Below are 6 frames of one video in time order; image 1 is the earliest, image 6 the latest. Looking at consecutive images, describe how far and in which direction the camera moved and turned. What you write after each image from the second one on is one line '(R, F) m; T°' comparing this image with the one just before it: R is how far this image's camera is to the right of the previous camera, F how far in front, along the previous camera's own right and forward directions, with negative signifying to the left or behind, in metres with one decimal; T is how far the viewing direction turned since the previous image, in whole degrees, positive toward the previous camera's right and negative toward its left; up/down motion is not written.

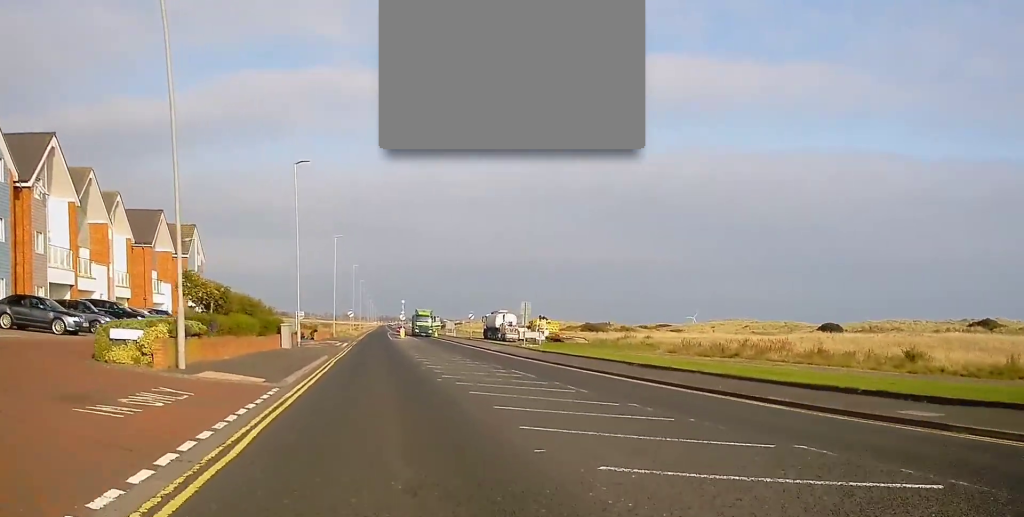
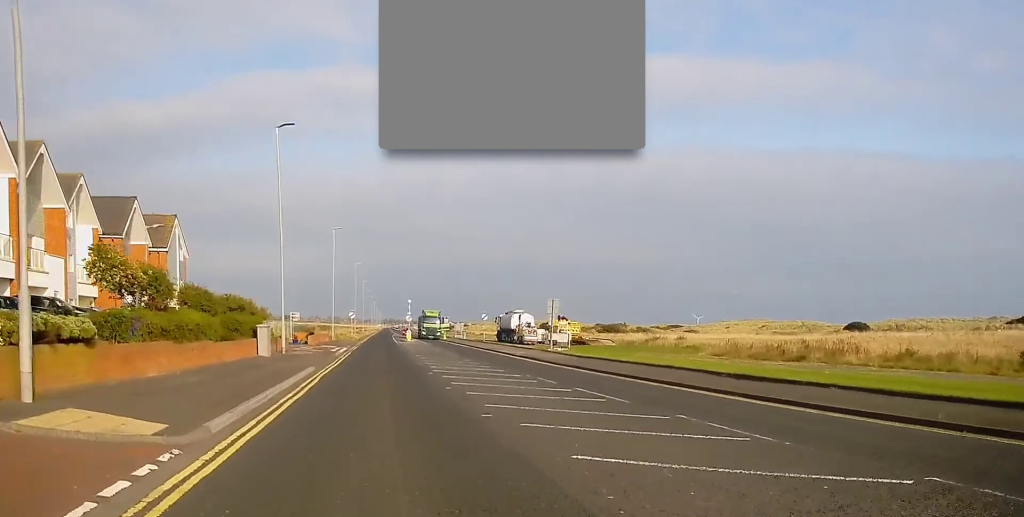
(-0.2, +8.6) m; 0°
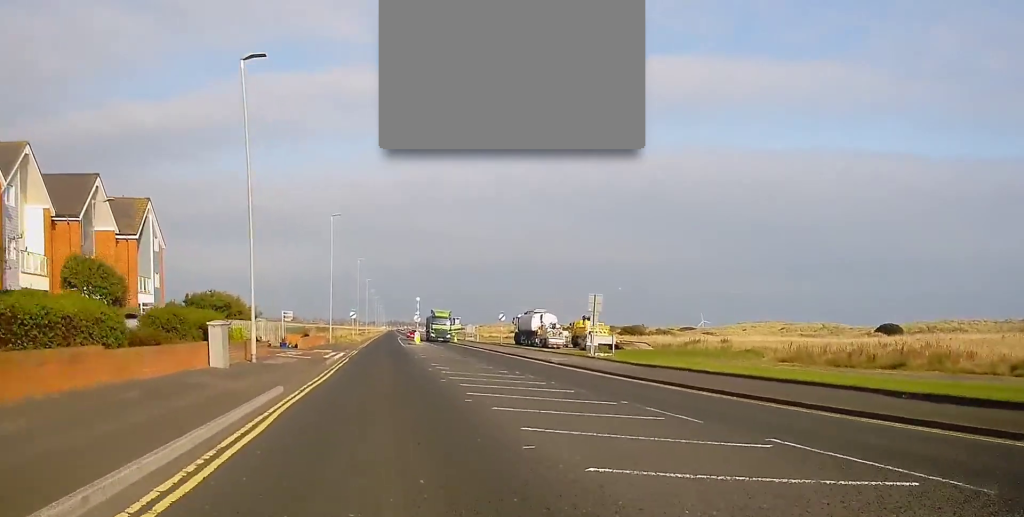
(+0.1, +9.4) m; 0°
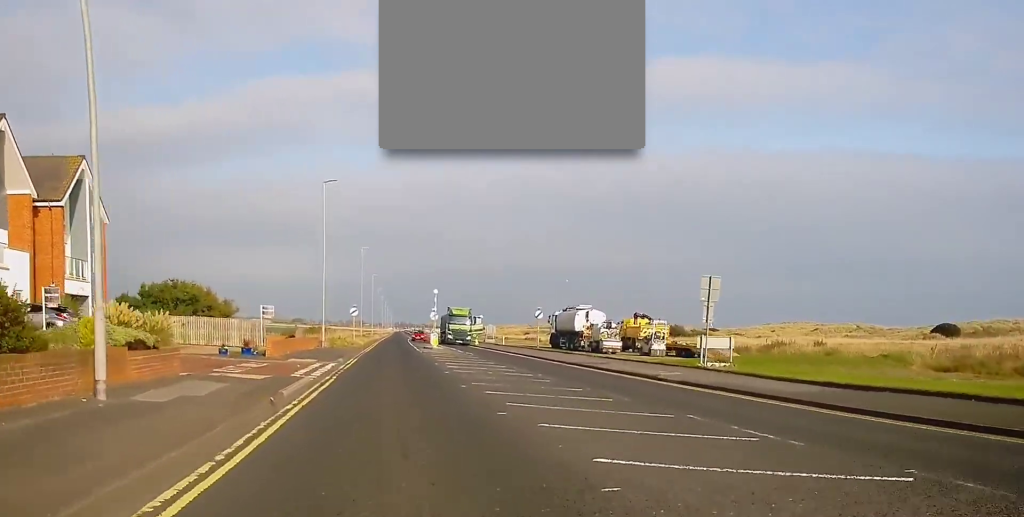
(-0.1, +14.7) m; 0°
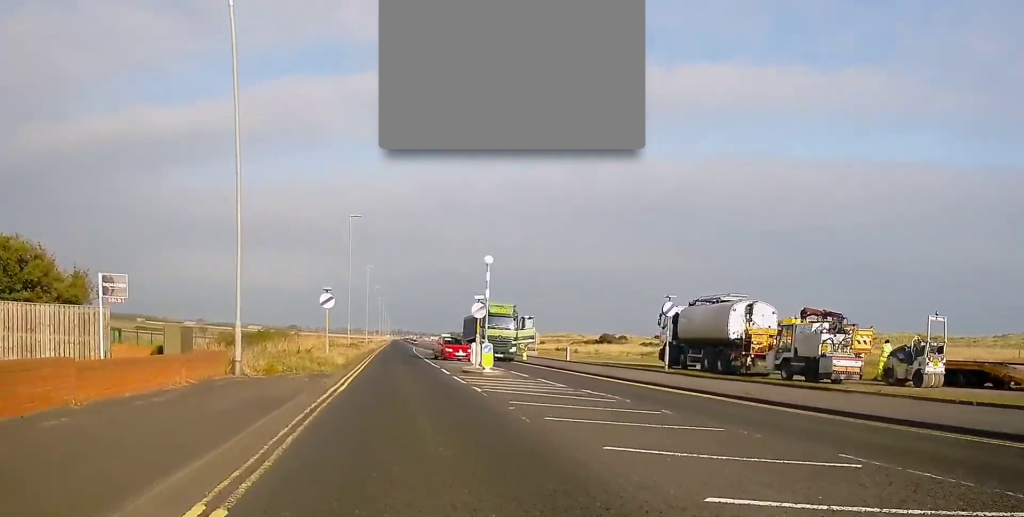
(0.0, +28.8) m; 0°
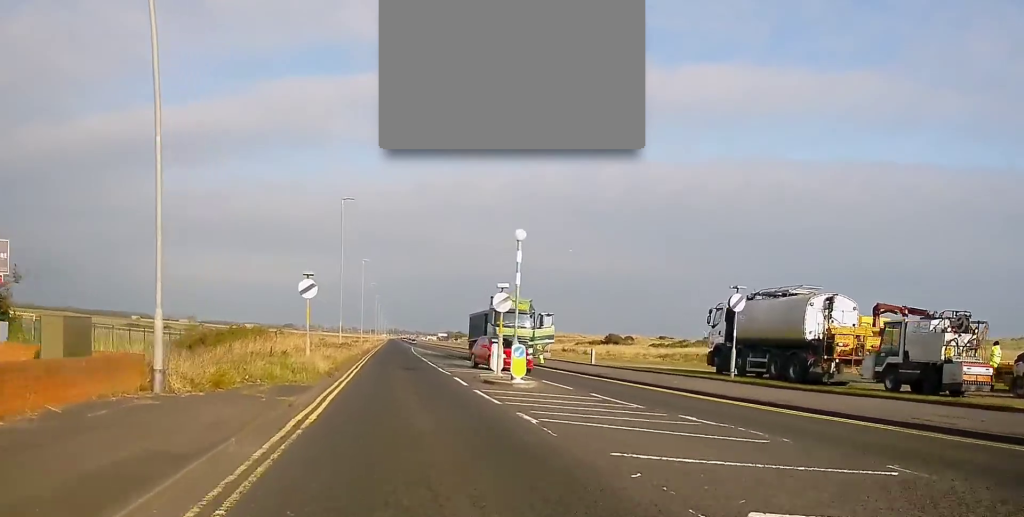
(+0.1, +7.0) m; +1°
